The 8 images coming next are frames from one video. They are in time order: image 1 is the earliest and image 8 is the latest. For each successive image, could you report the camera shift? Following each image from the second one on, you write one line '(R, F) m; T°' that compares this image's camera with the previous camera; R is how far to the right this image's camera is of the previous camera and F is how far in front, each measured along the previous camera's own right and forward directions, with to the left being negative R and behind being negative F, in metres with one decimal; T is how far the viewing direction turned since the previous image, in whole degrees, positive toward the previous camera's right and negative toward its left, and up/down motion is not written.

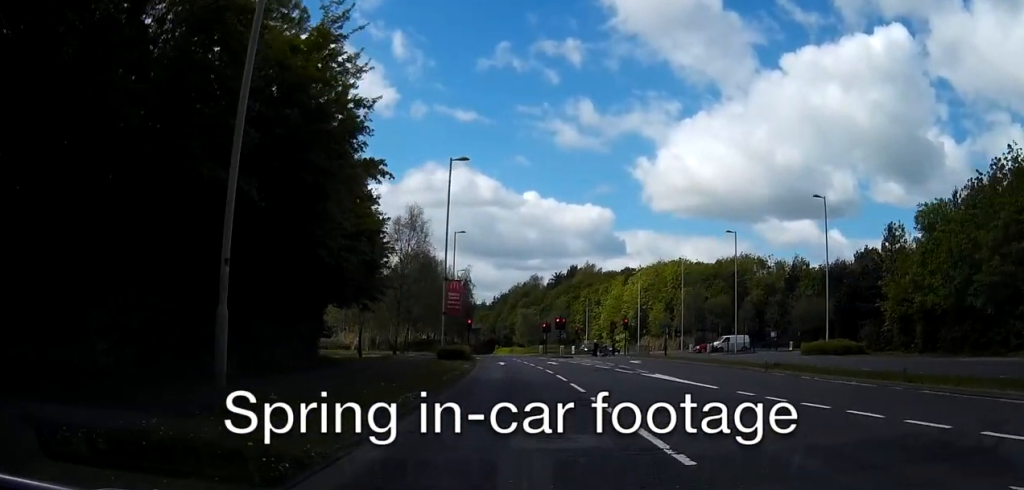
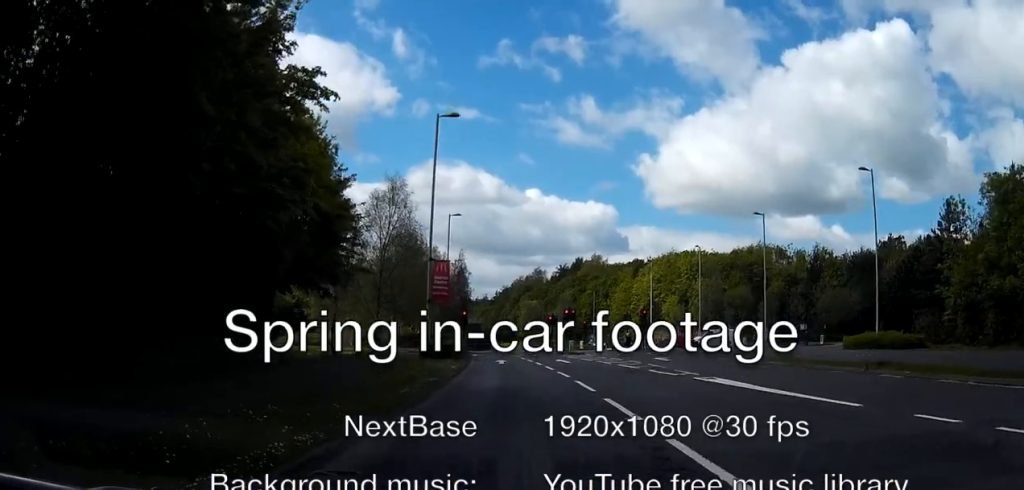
(0.0, +8.0) m; 0°
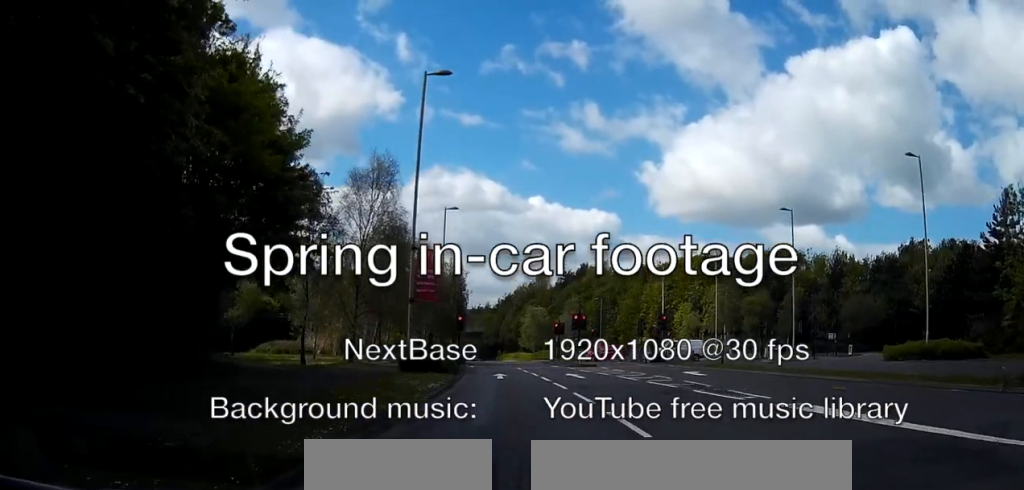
(0.0, +6.2) m; 0°
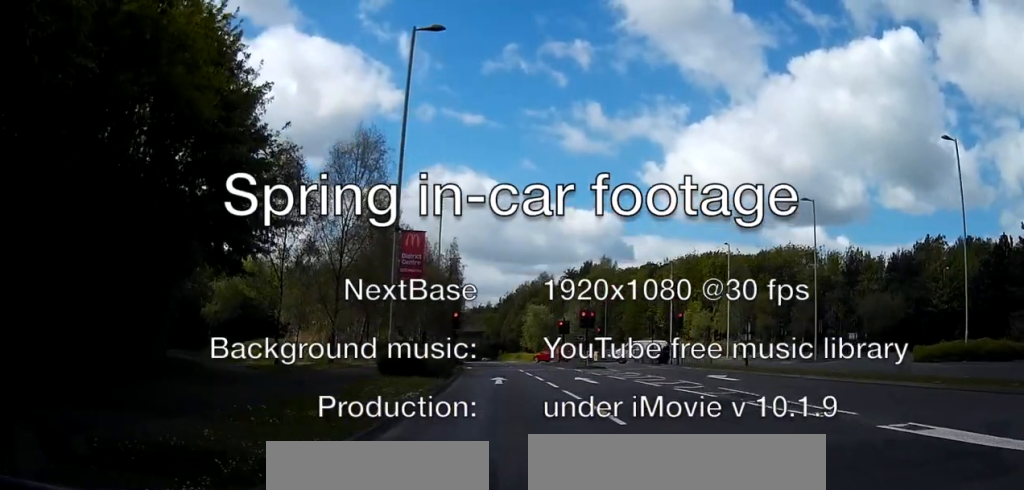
(0.0, +4.2) m; +1°
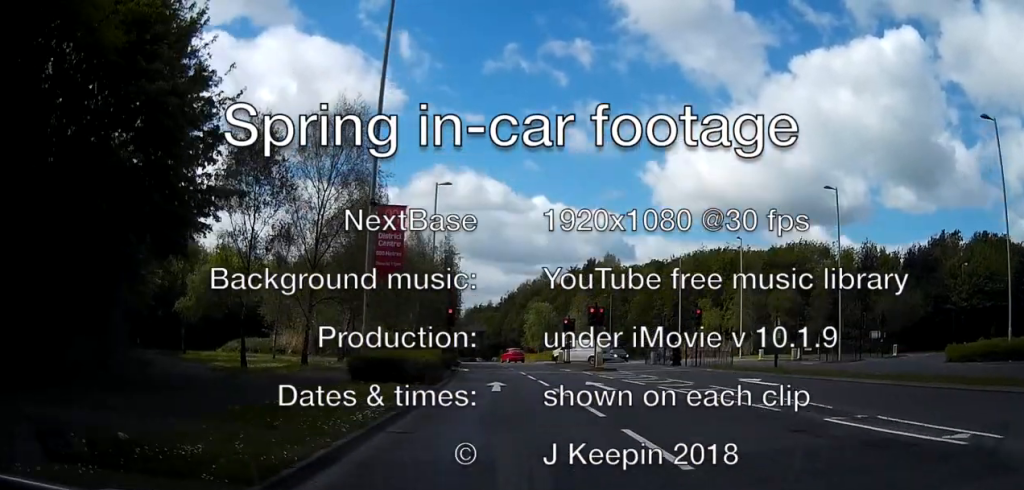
(+0.1, +4.1) m; +1°
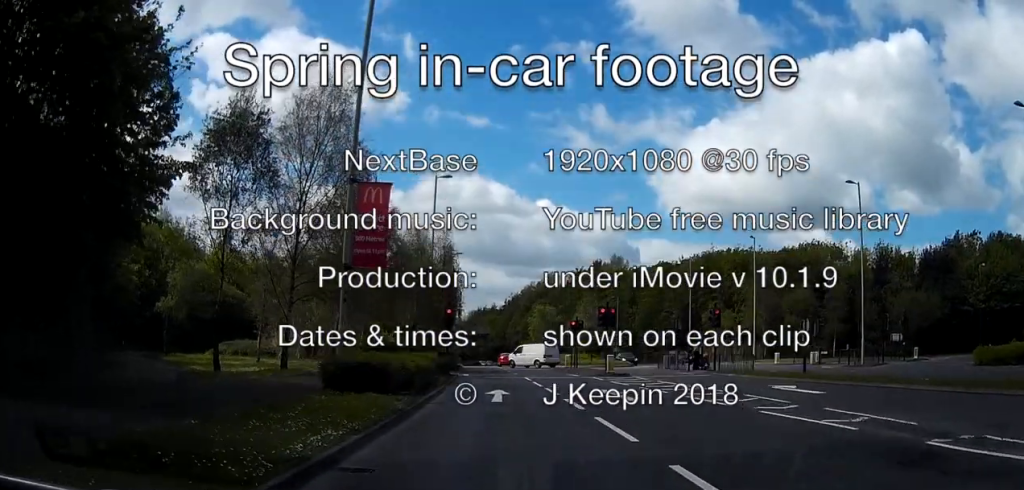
(+0.1, +3.1) m; -5°
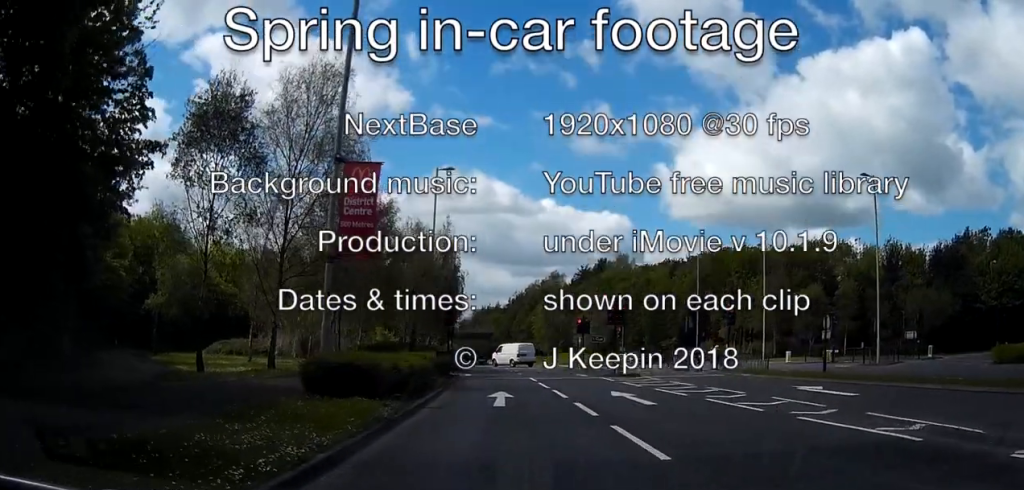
(-0.2, +1.7) m; -1°
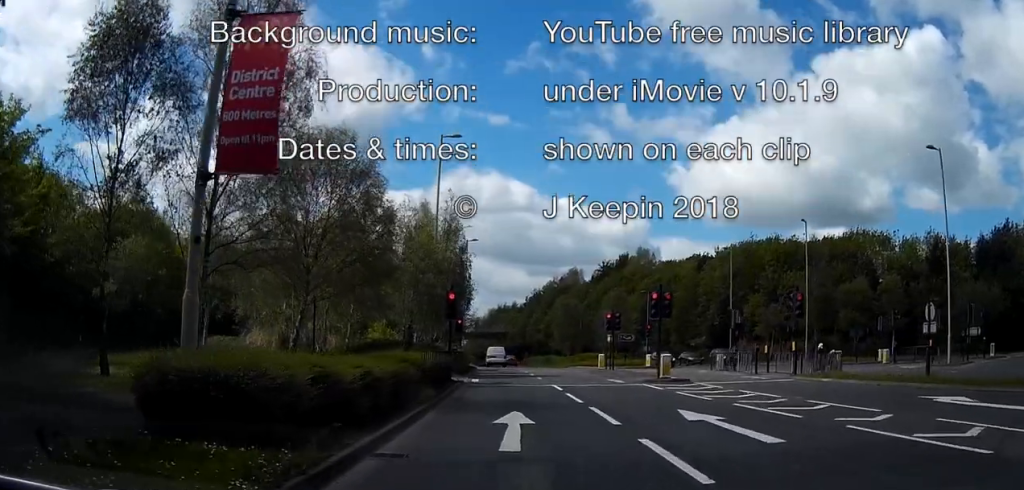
(0.0, +6.8) m; 0°
